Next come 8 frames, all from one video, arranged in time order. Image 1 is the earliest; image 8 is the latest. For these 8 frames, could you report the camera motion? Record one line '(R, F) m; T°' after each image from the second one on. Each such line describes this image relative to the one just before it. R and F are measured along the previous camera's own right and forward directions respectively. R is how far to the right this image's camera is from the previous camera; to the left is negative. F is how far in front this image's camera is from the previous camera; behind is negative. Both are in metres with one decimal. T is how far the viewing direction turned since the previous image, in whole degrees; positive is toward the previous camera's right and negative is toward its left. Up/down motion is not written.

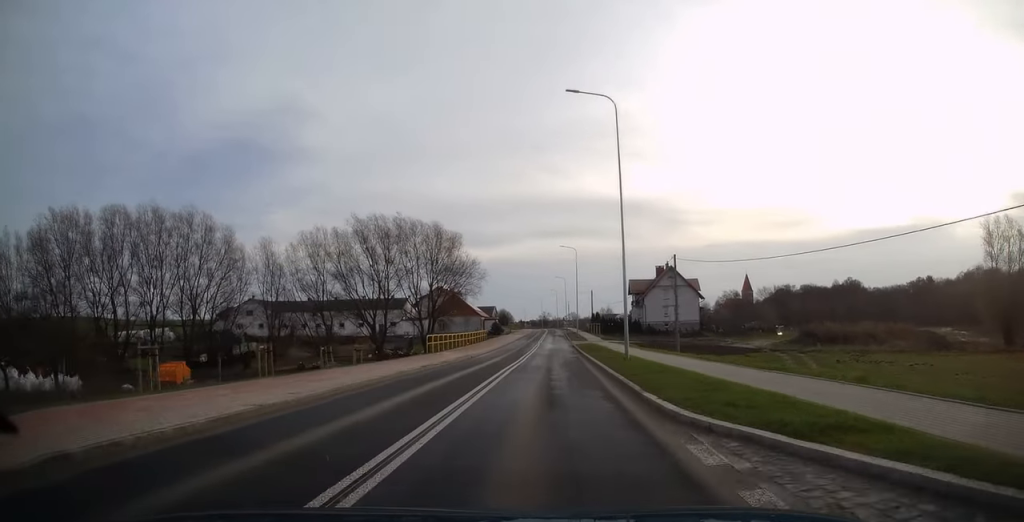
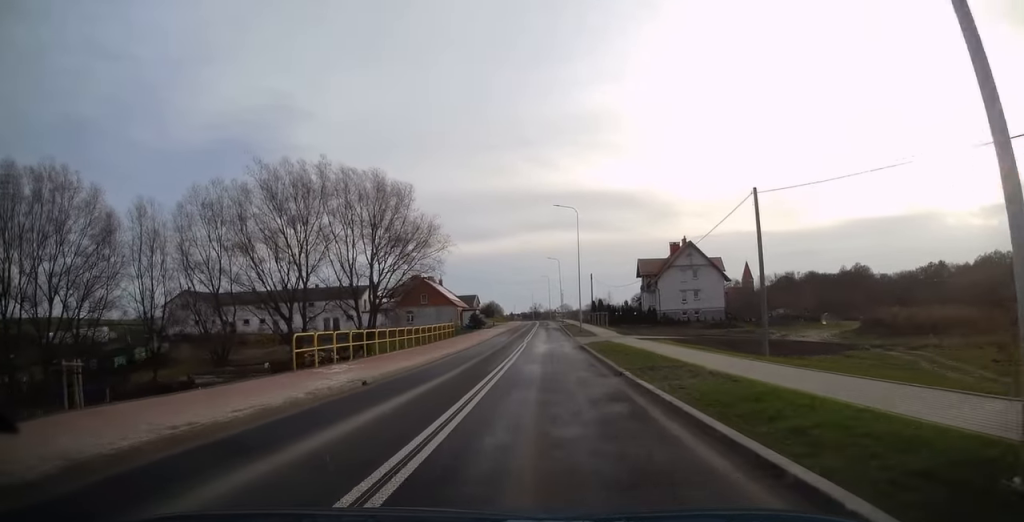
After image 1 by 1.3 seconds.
(+0.3, +20.6) m; +1°
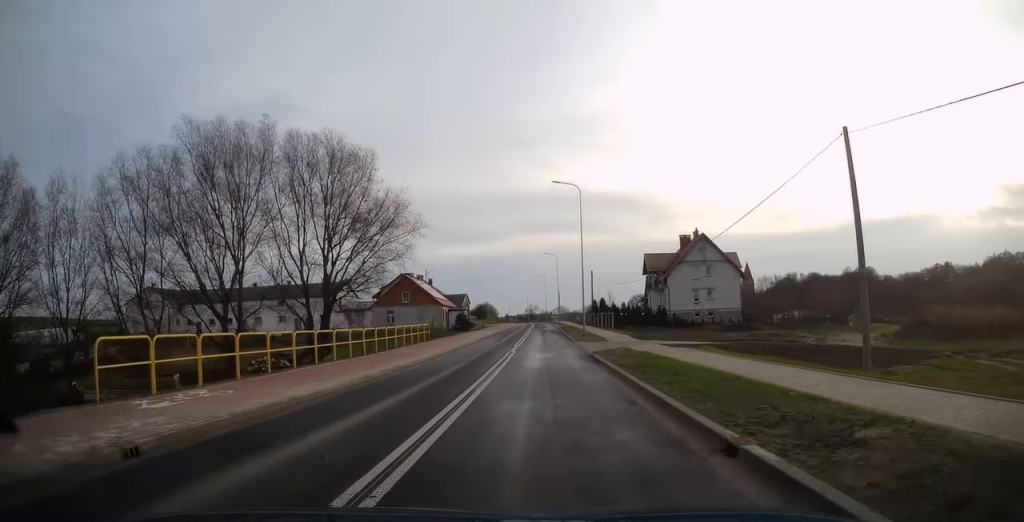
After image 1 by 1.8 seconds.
(0.0, +9.5) m; 0°
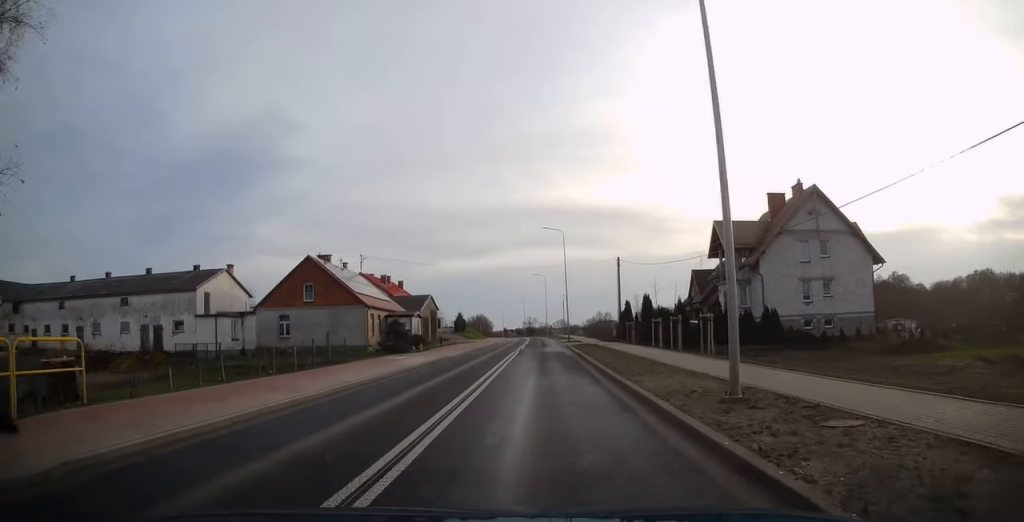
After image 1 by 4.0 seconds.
(+0.3, +34.8) m; +1°
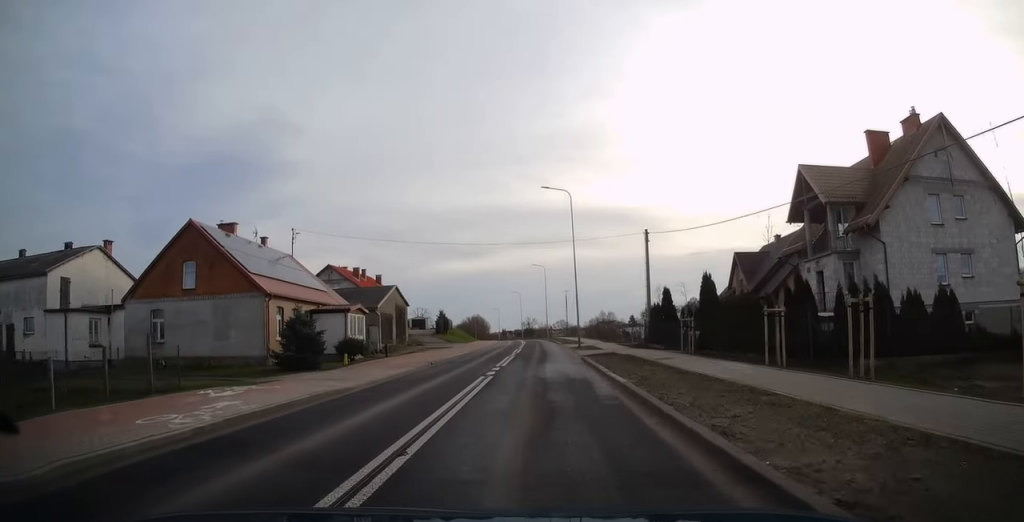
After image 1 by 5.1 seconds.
(-0.2, +17.6) m; 0°
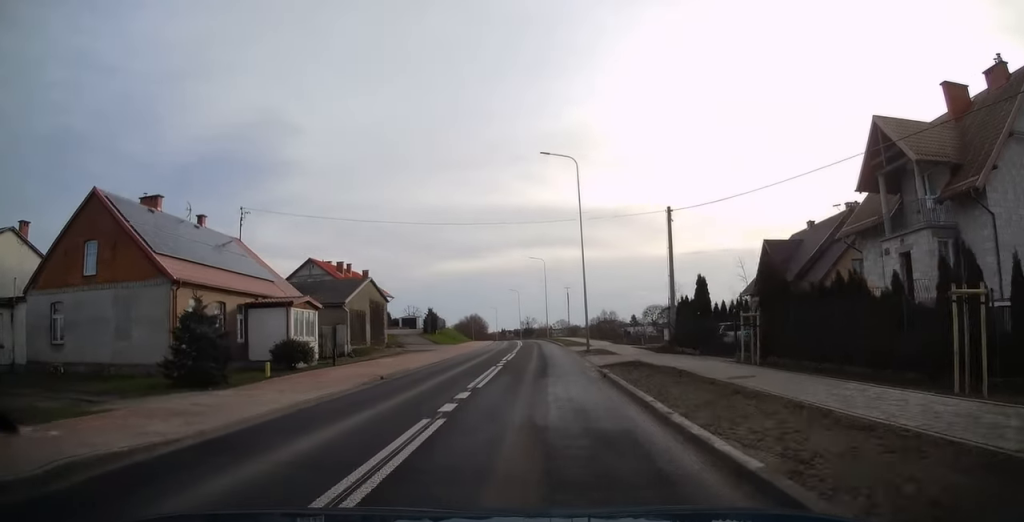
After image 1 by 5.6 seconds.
(-0.2, +8.4) m; 0°
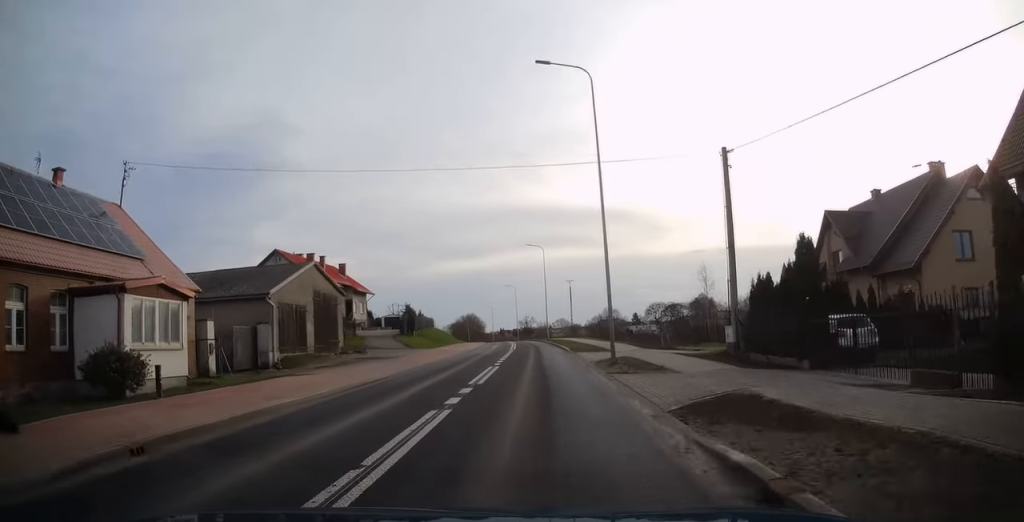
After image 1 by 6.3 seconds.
(+0.3, +12.2) m; +1°
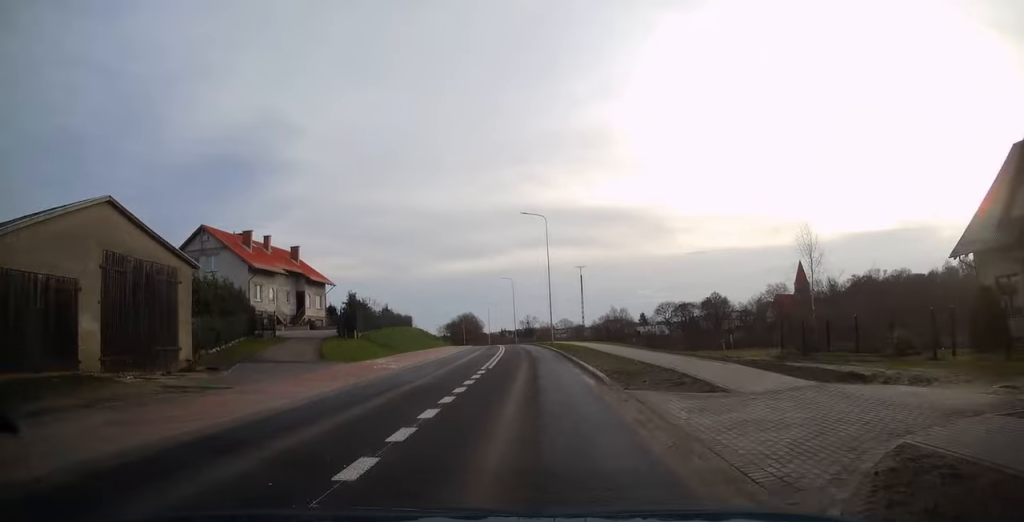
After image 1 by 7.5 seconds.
(0.0, +19.7) m; -1°
